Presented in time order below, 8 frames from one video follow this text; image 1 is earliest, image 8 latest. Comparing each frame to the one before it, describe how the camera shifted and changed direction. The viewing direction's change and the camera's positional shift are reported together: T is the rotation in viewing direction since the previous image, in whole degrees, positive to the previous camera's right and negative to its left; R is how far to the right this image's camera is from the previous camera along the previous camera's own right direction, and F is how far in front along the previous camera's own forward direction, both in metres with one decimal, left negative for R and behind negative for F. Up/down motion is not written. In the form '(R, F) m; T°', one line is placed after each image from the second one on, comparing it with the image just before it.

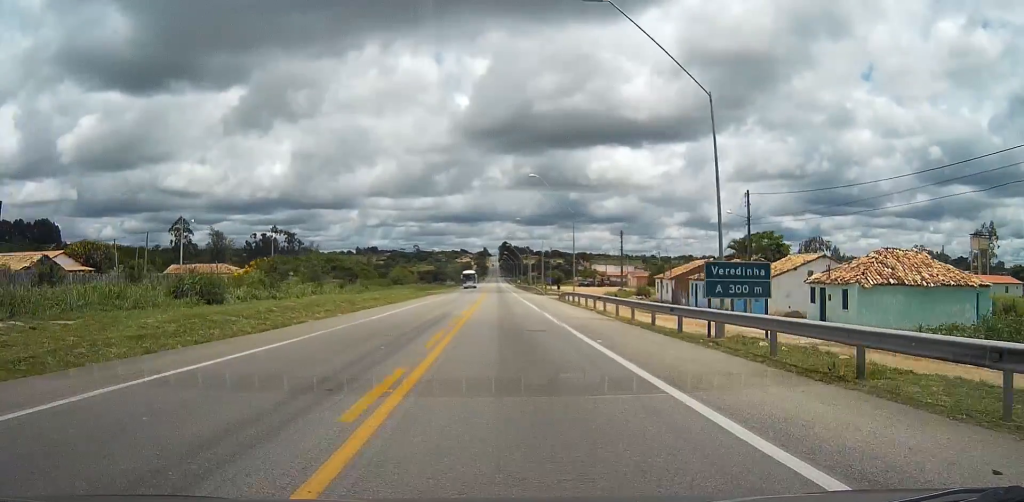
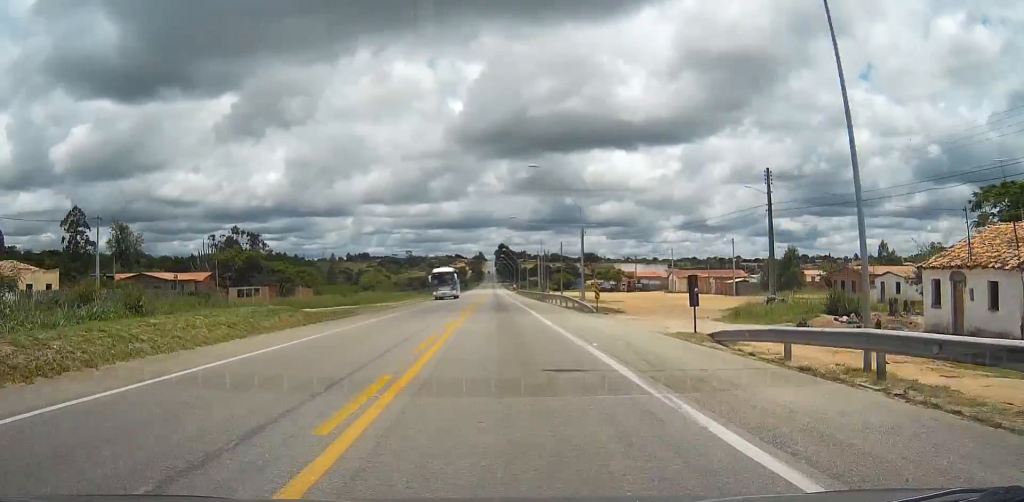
(0.0, +48.8) m; 0°
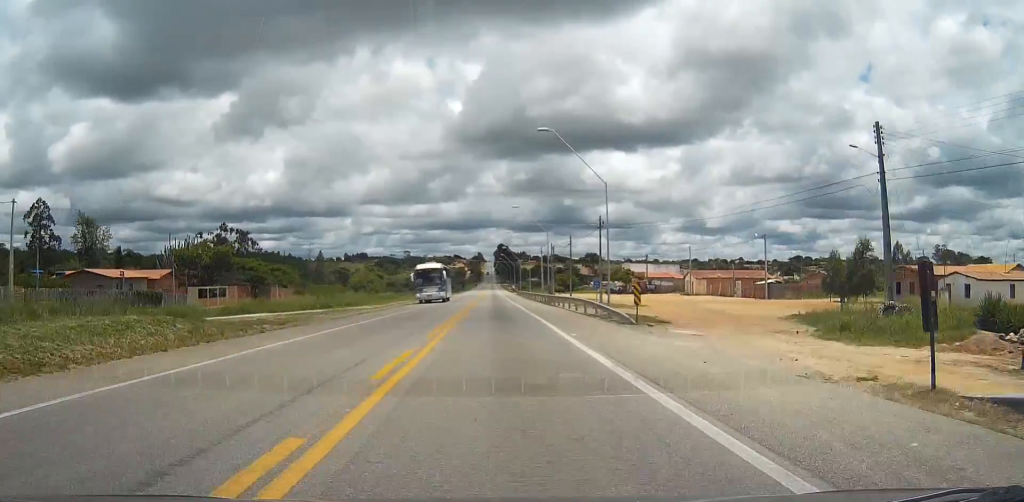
(0.0, +12.7) m; 0°
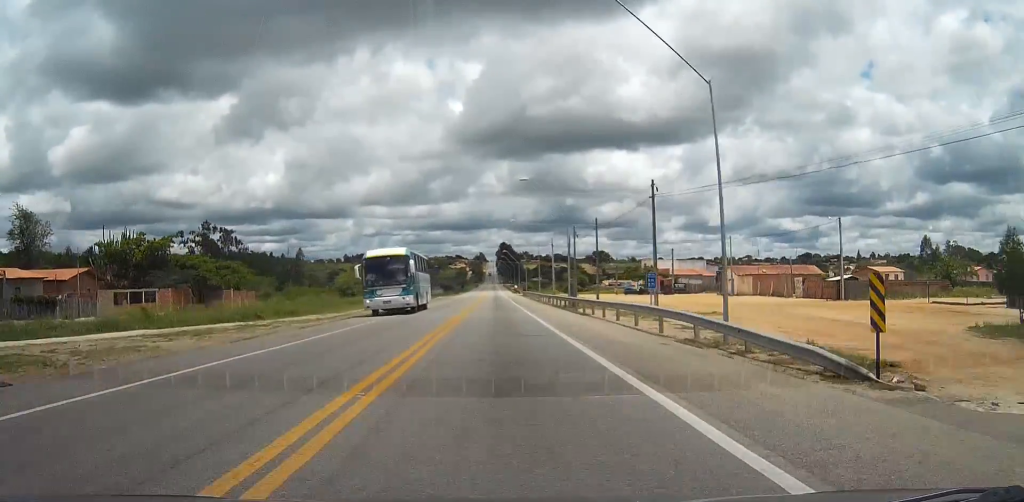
(0.0, +20.1) m; 0°
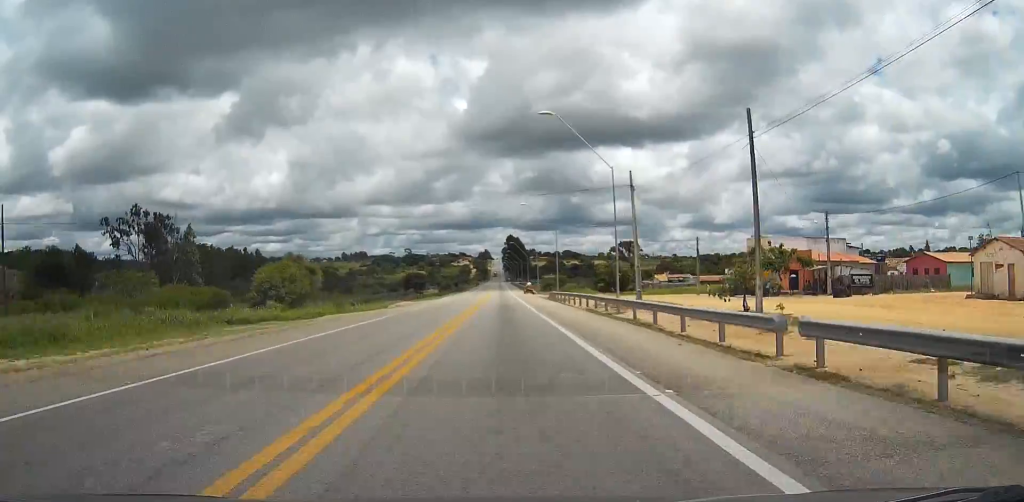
(0.0, +60.8) m; 0°
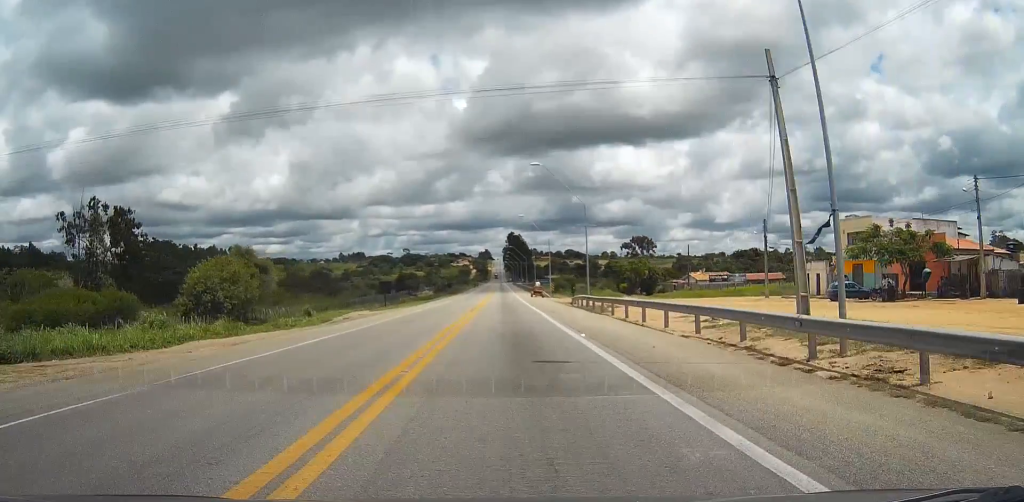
(-0.1, +25.7) m; 0°
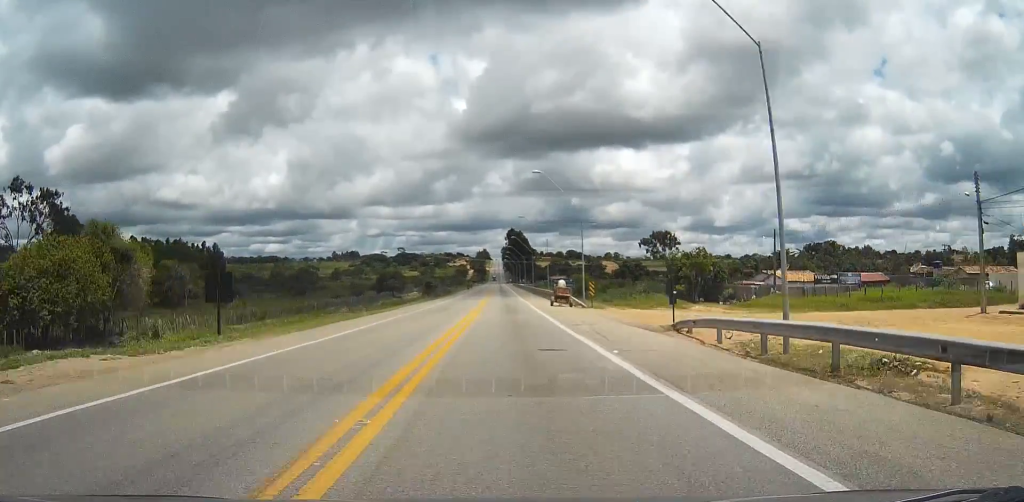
(0.0, +37.3) m; 0°
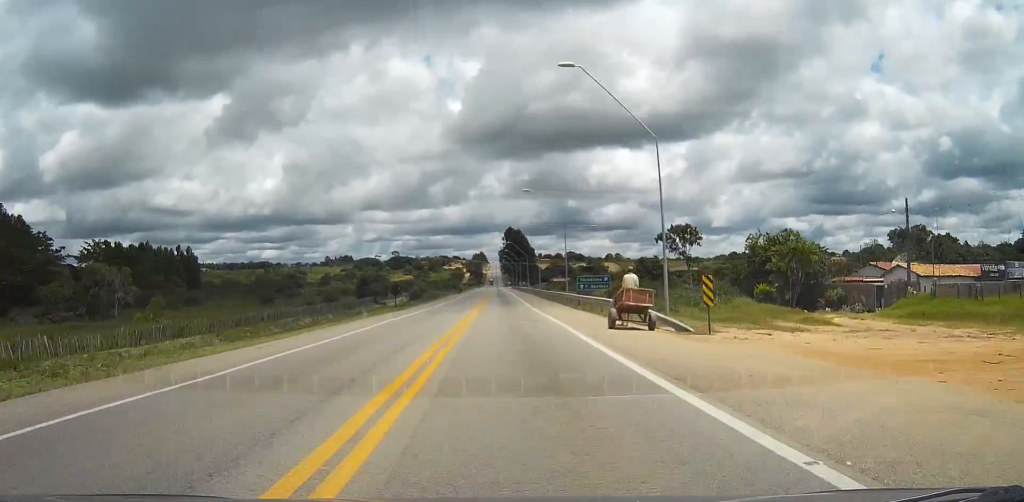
(0.0, +28.6) m; 0°
